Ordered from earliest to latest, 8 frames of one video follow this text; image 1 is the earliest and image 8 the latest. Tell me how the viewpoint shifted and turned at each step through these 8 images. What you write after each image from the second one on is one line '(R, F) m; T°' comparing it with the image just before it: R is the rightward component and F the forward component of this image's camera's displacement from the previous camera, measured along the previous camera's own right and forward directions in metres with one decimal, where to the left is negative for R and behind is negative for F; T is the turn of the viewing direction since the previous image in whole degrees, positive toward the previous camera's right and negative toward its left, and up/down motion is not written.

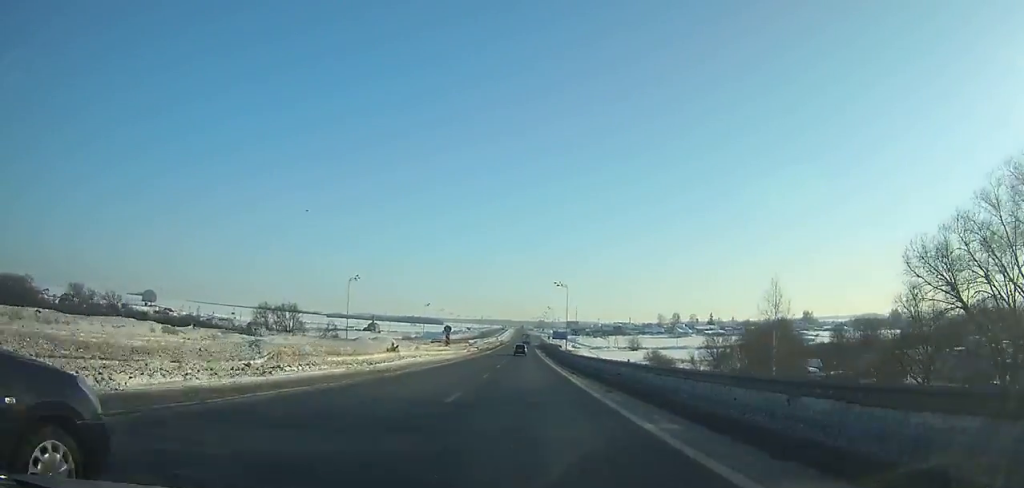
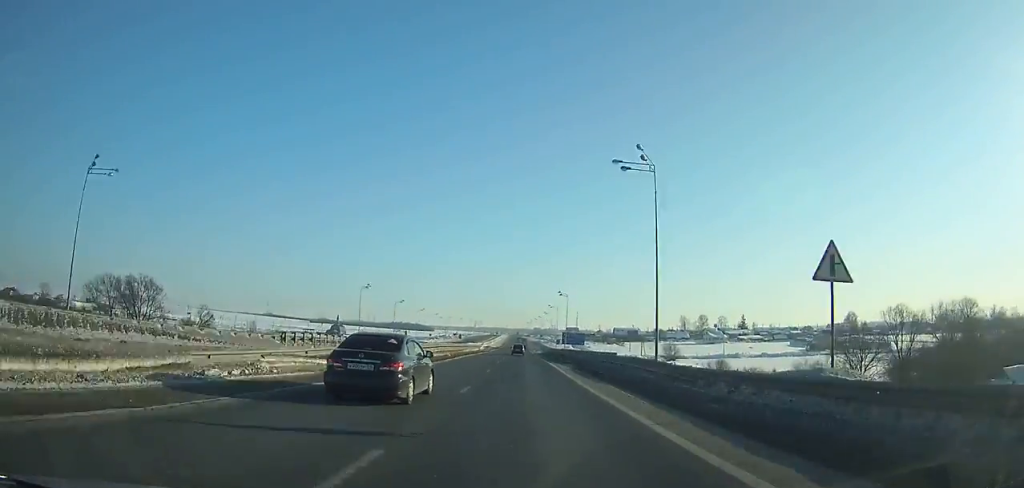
(+0.2, +69.8) m; 0°
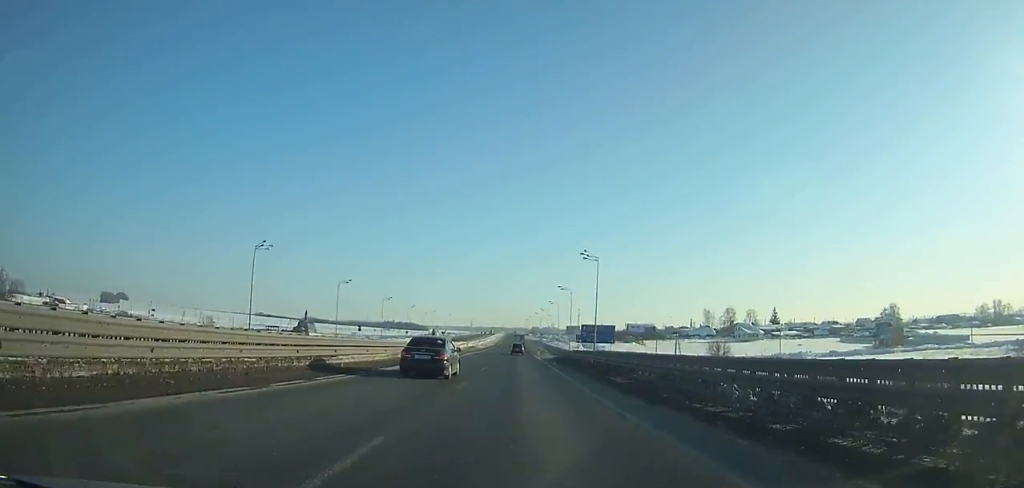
(0.0, +46.7) m; 0°
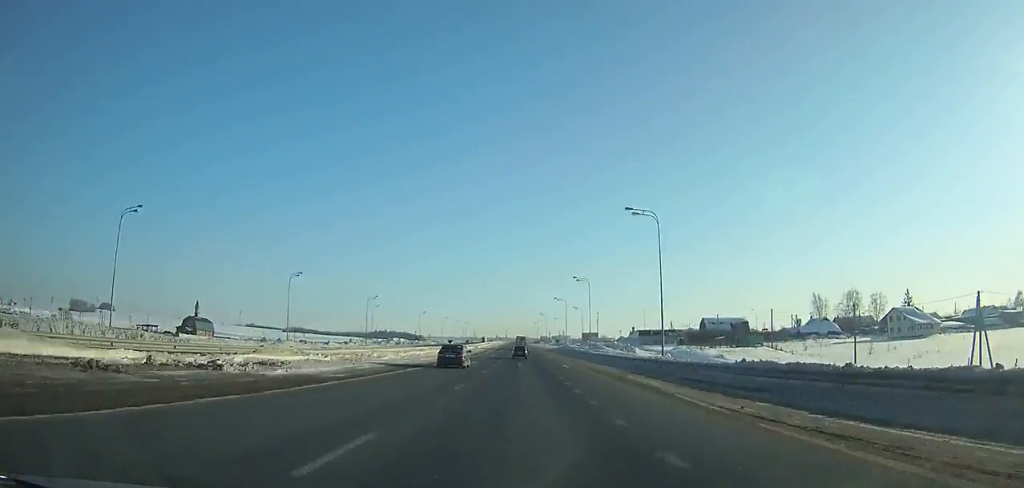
(0.0, +107.1) m; 0°
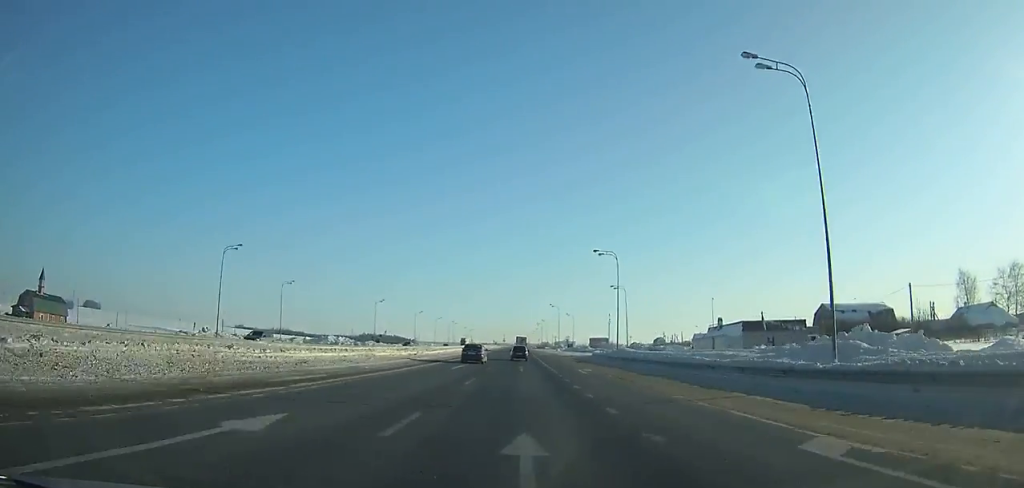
(-0.3, +68.9) m; 0°
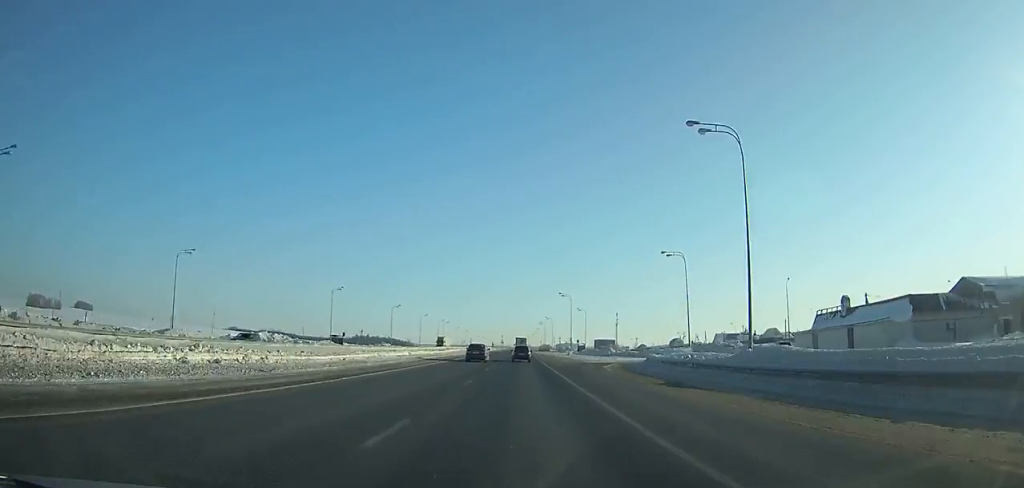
(0.0, +36.2) m; 0°
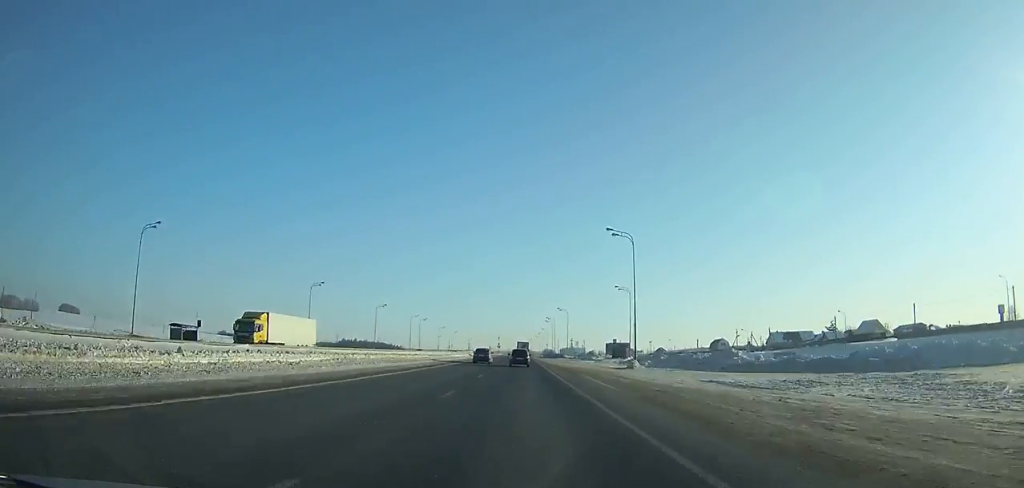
(-0.2, +64.9) m; 0°
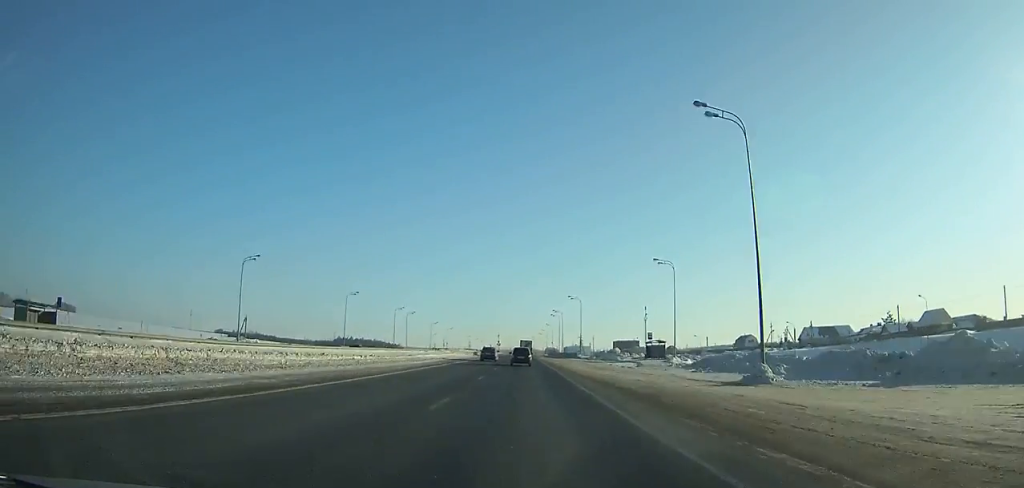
(-0.1, +26.6) m; 0°
